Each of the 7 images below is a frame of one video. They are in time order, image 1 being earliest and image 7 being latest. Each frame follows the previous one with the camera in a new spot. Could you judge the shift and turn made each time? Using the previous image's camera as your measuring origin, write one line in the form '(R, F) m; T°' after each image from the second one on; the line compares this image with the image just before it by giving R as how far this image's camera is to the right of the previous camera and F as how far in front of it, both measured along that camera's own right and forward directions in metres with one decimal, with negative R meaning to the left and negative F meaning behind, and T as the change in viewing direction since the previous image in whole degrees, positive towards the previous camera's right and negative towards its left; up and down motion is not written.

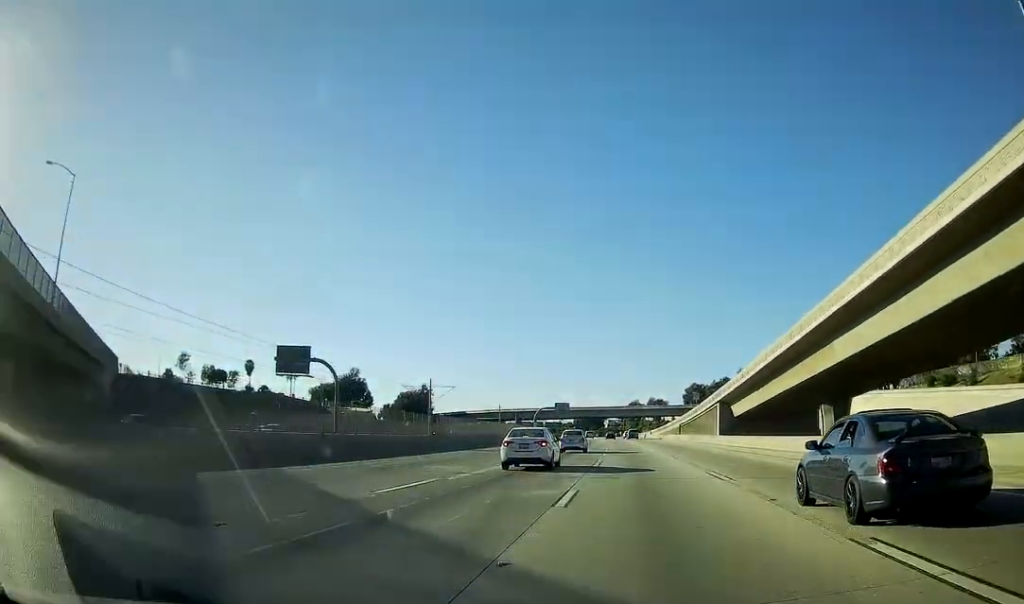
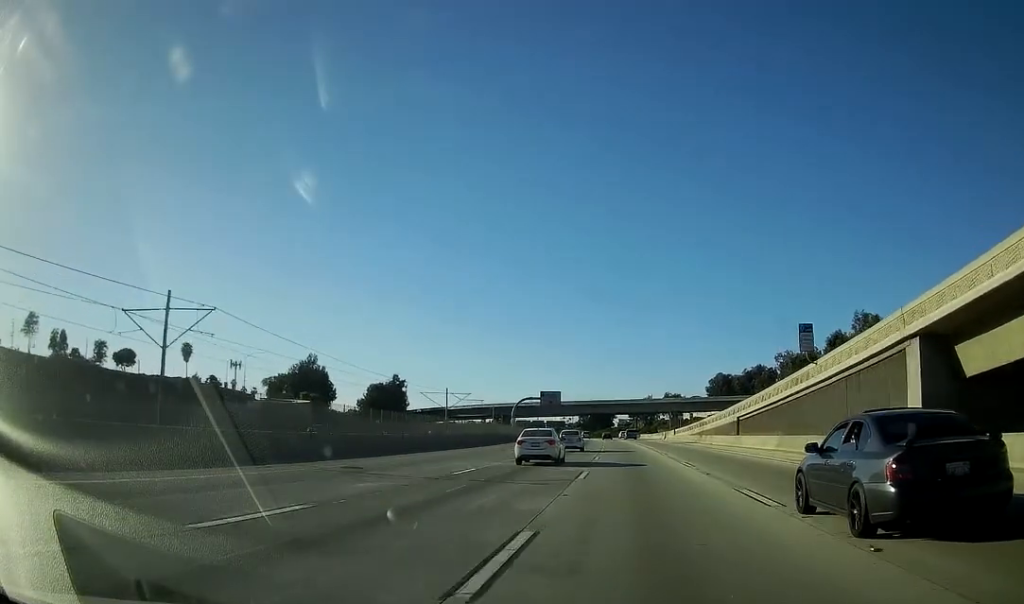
(+0.1, +50.6) m; 0°
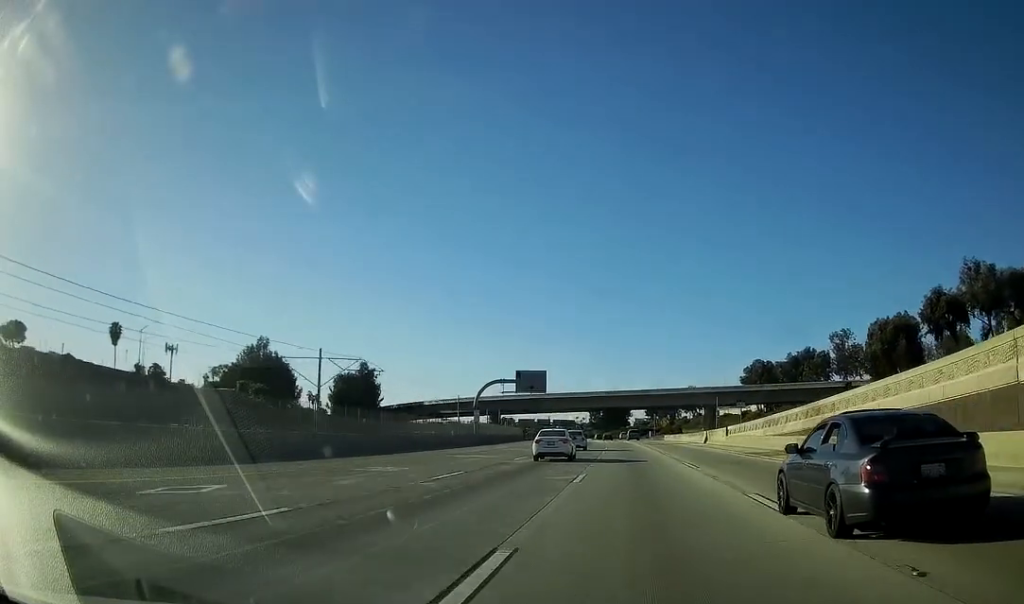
(-0.9, +46.3) m; -2°
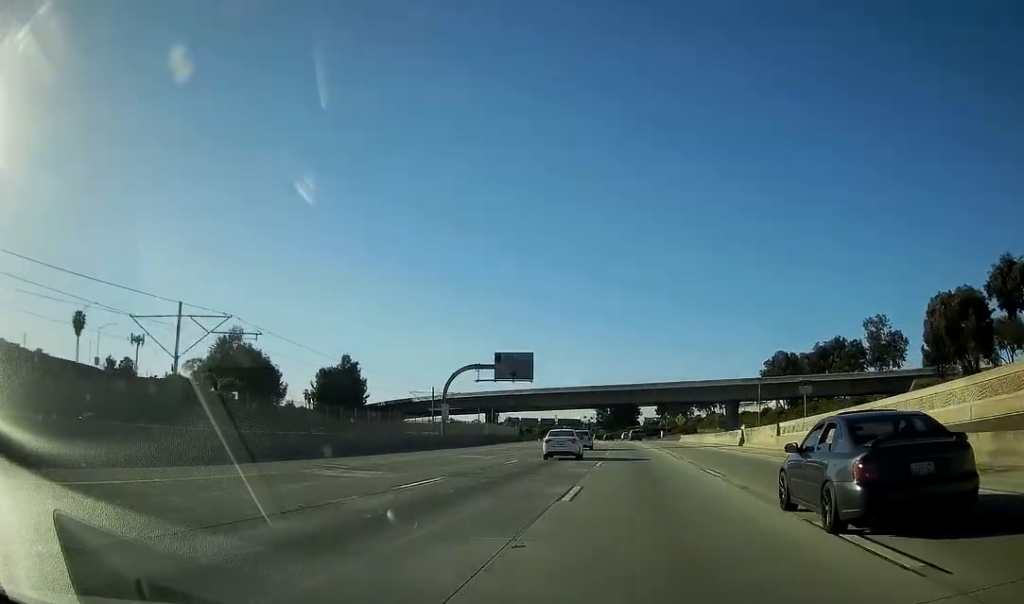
(+0.2, +20.3) m; 0°
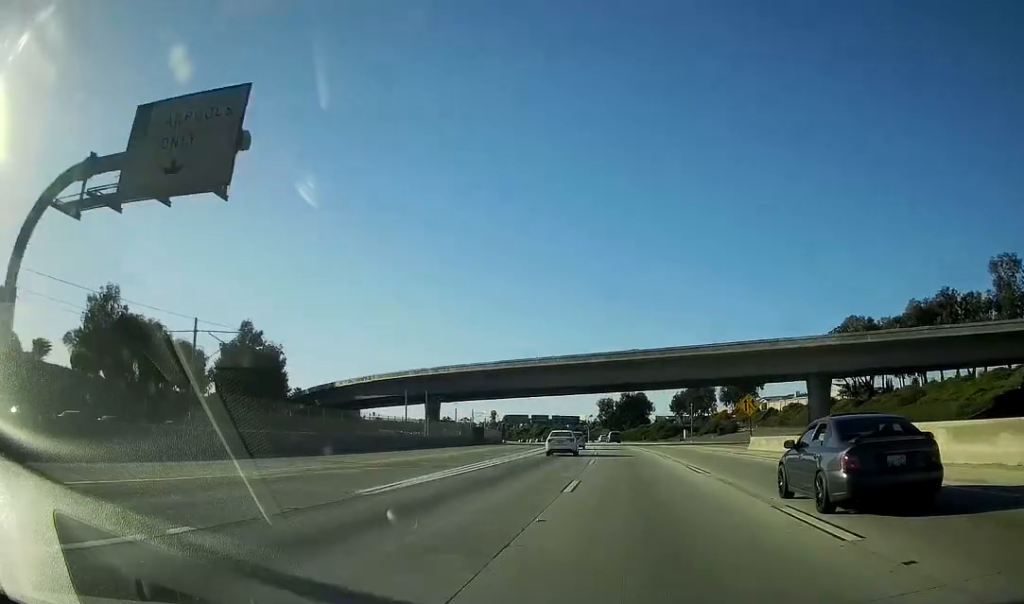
(-0.7, +55.7) m; -2°
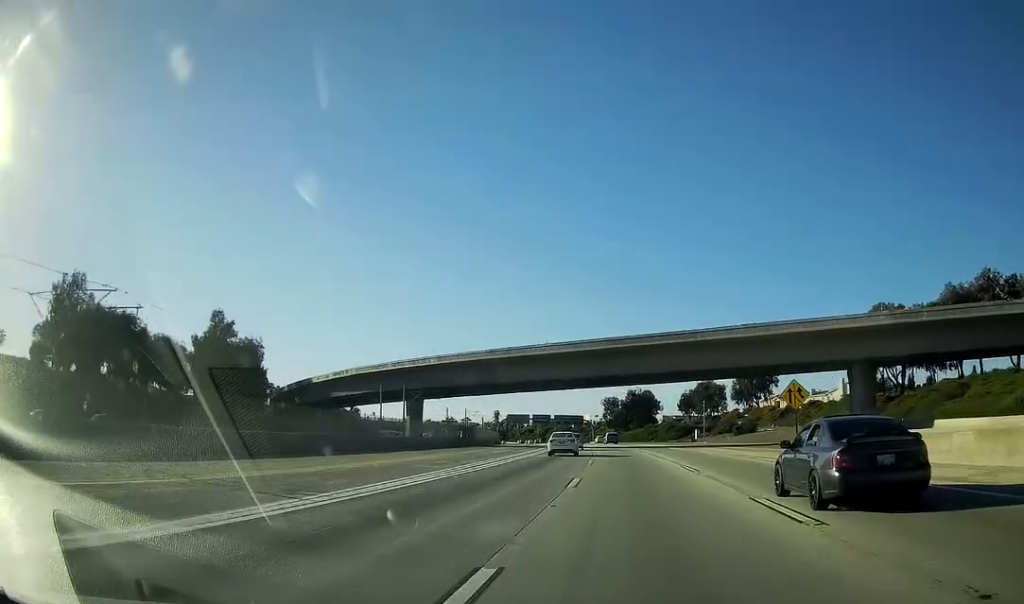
(-0.1, +13.1) m; 0°
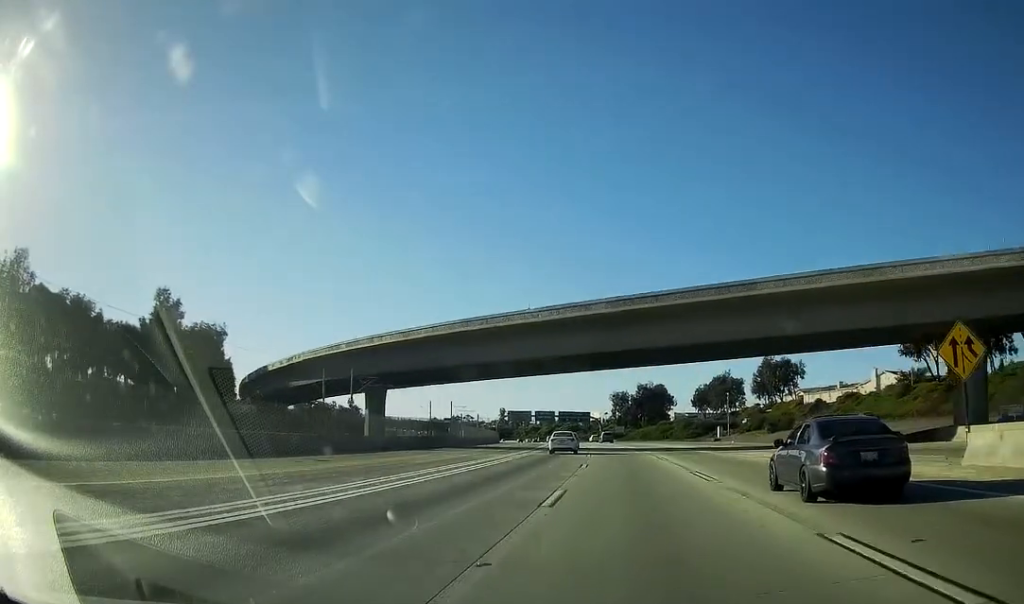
(-0.1, +20.0) m; 0°
